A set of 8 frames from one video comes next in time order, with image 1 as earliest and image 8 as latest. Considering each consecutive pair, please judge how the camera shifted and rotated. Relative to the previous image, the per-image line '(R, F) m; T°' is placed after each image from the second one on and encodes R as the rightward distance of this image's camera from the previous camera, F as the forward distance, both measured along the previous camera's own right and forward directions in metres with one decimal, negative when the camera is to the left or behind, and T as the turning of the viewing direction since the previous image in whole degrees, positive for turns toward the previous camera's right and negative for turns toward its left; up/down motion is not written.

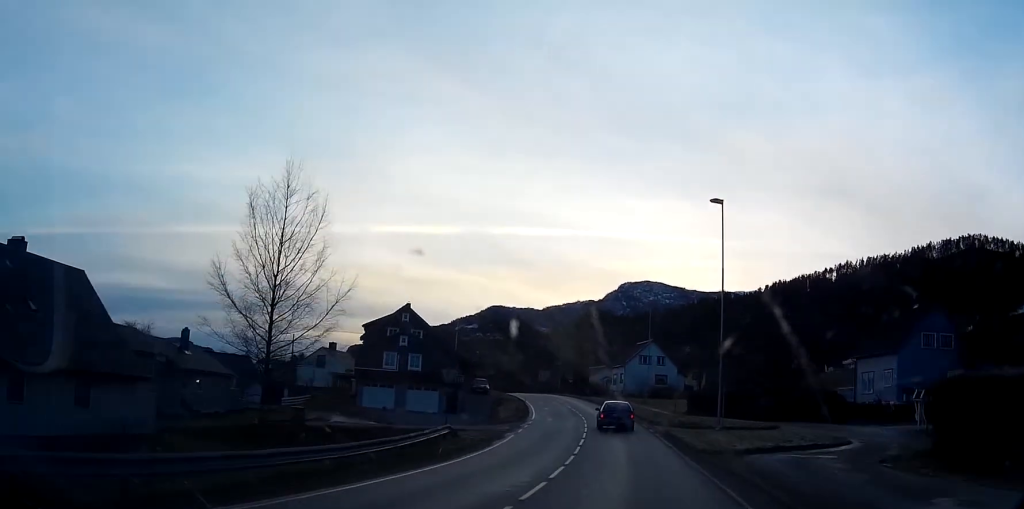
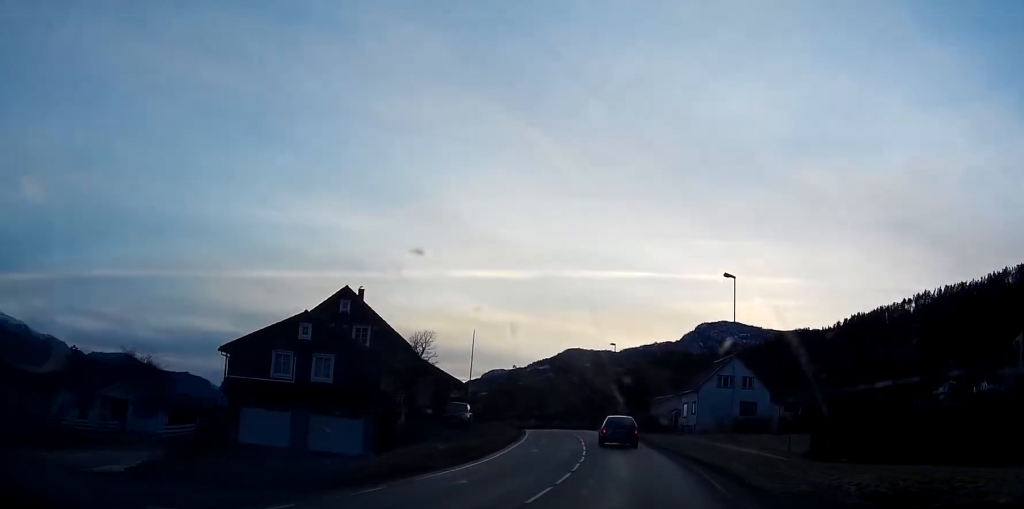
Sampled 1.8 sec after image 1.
(-1.3, +32.5) m; -5°
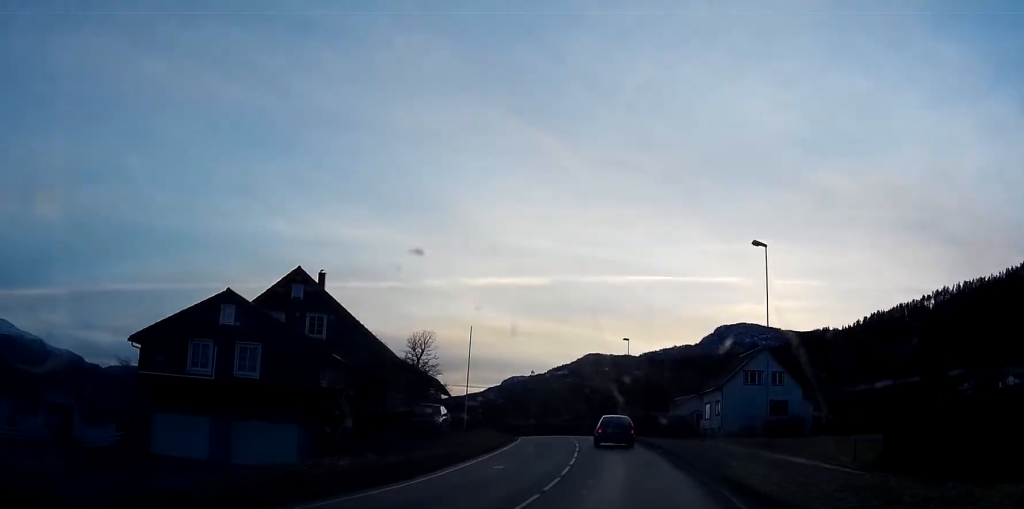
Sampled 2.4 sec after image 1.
(-0.2, +9.5) m; -1°
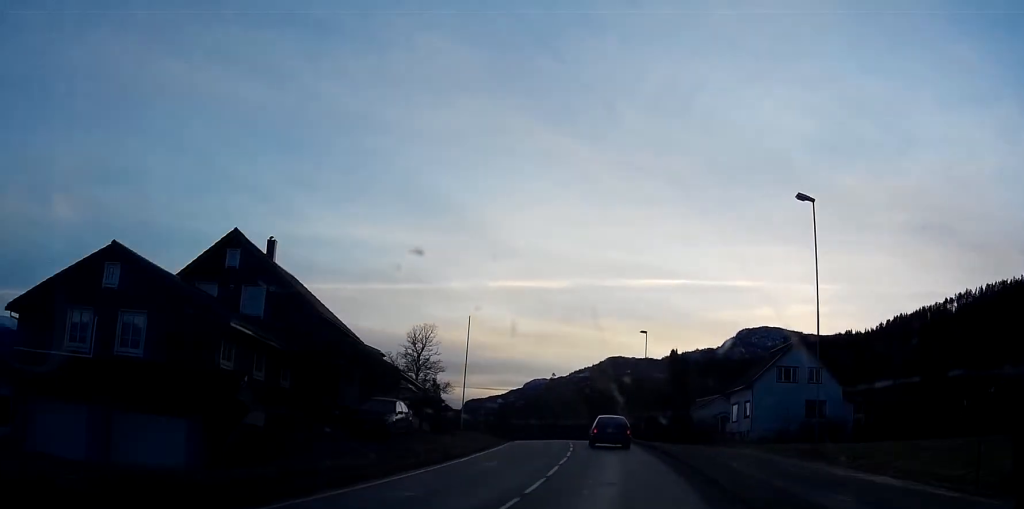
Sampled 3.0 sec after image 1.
(-0.1, +9.4) m; -1°
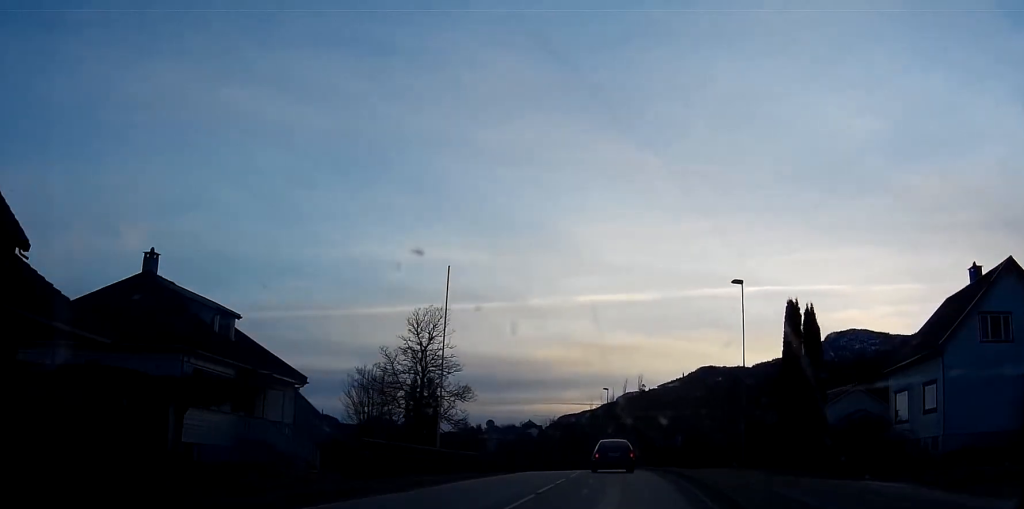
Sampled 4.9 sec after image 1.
(-1.7, +30.3) m; -6°
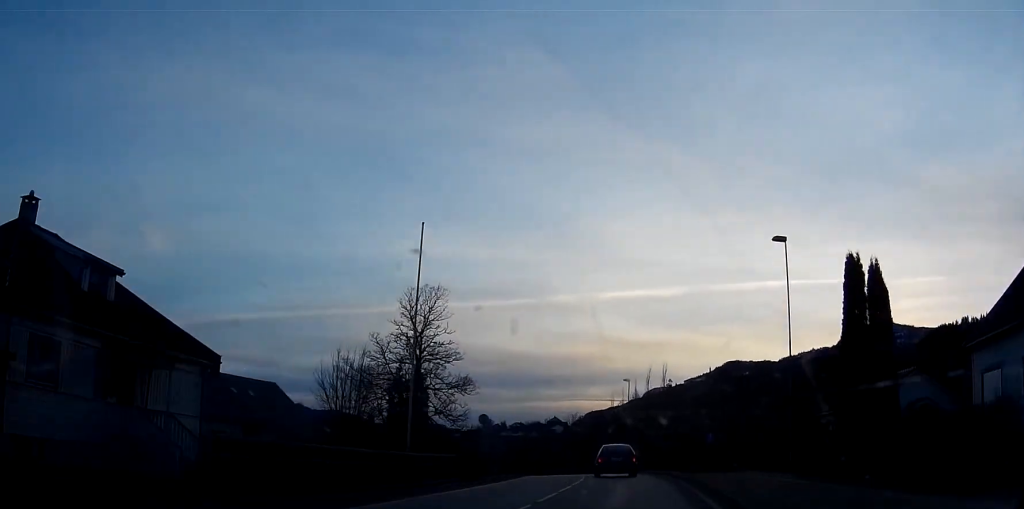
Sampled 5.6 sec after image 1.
(-0.1, +9.0) m; -2°
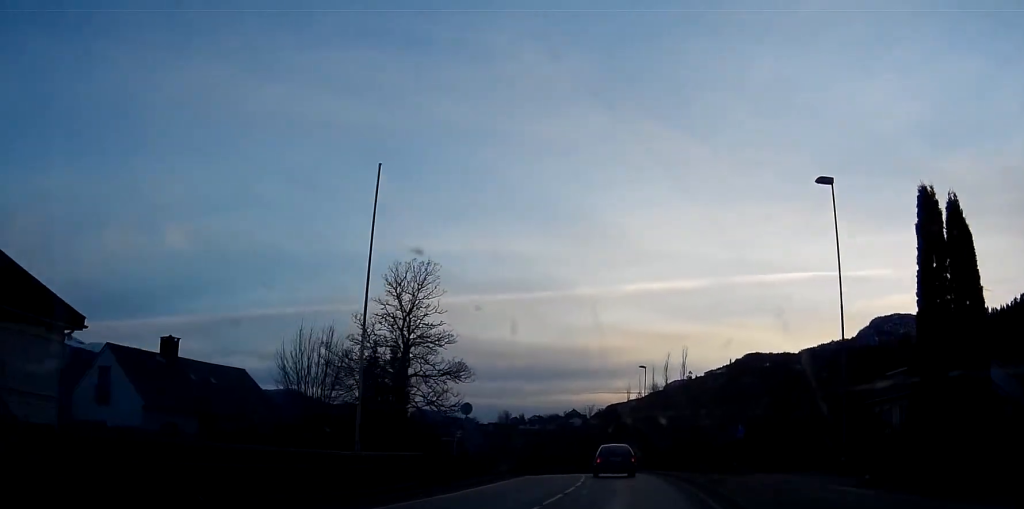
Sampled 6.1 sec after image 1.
(-0.1, +7.8) m; -2°
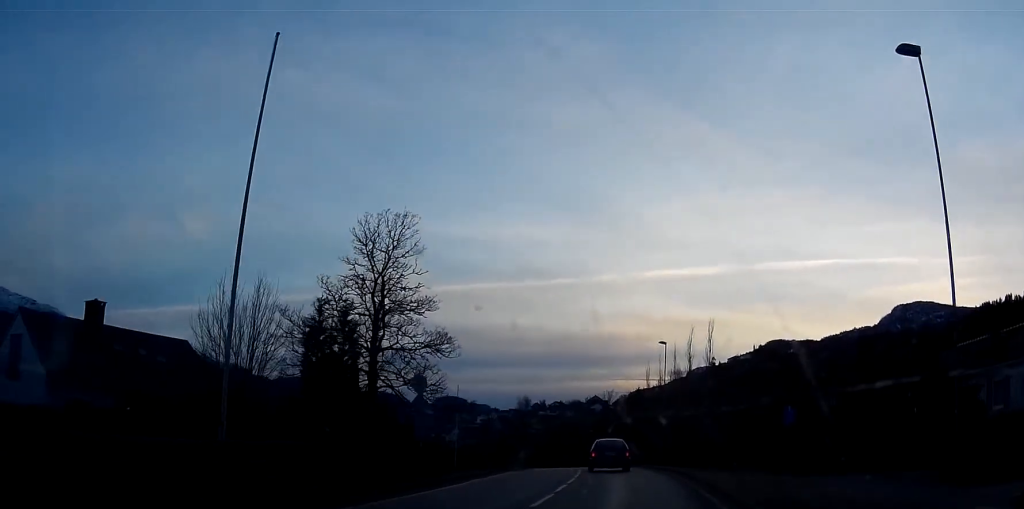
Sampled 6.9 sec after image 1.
(-0.1, +9.9) m; -2°
